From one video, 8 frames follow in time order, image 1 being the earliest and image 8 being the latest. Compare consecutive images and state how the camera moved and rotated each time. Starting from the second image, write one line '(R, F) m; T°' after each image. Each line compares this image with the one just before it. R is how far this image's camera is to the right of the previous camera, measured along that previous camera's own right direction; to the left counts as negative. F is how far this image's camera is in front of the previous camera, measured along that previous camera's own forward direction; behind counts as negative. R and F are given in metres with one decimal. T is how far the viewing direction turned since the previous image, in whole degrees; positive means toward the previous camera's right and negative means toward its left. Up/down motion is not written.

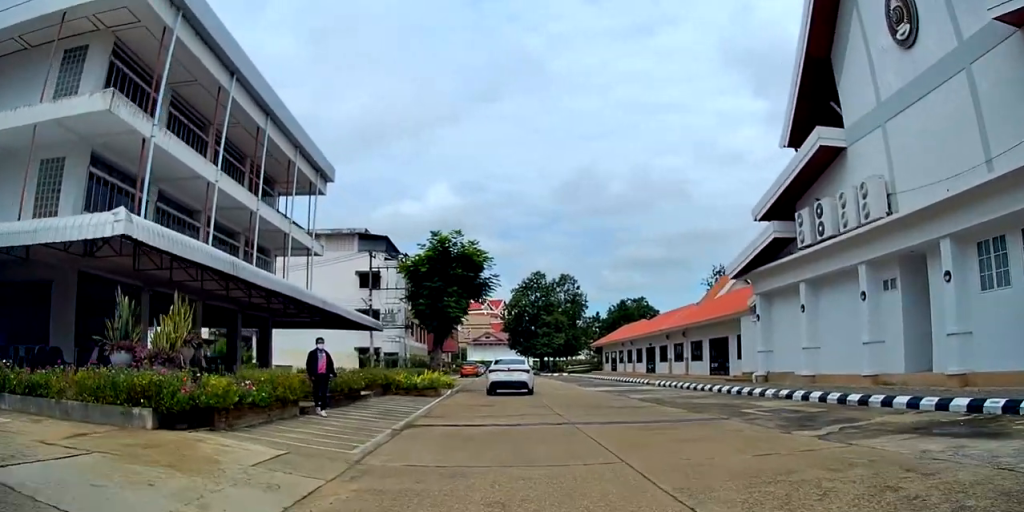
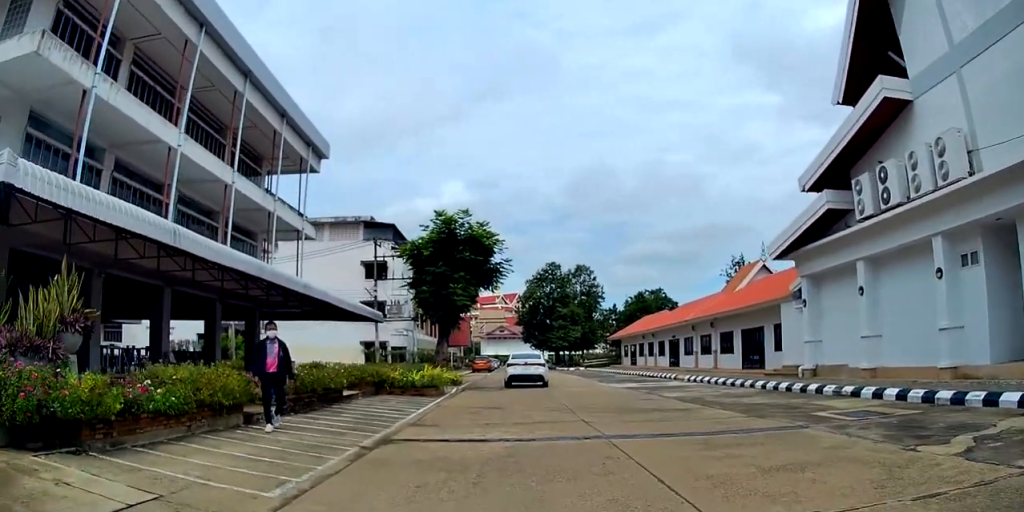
(0.0, +3.0) m; -1°
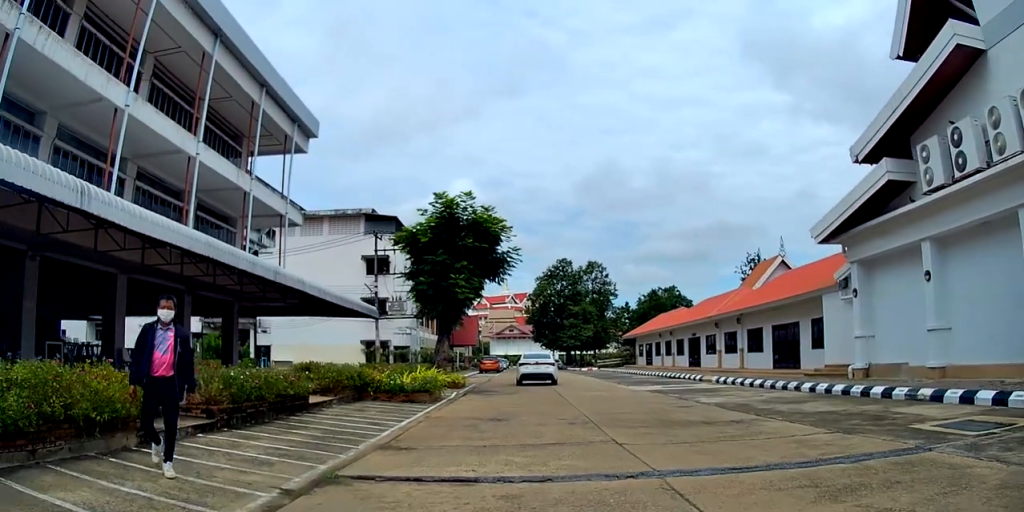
(0.0, +2.8) m; -4°
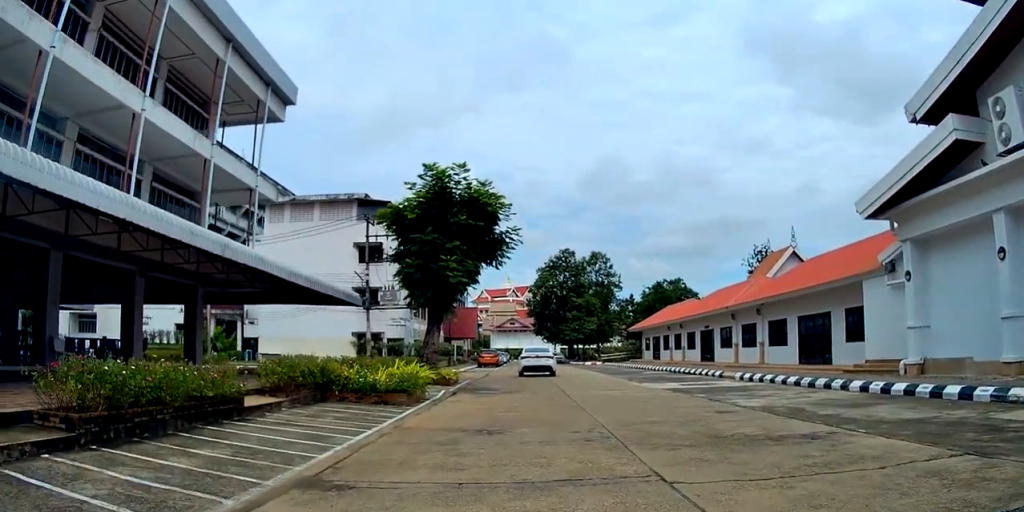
(-0.2, +2.8) m; -3°
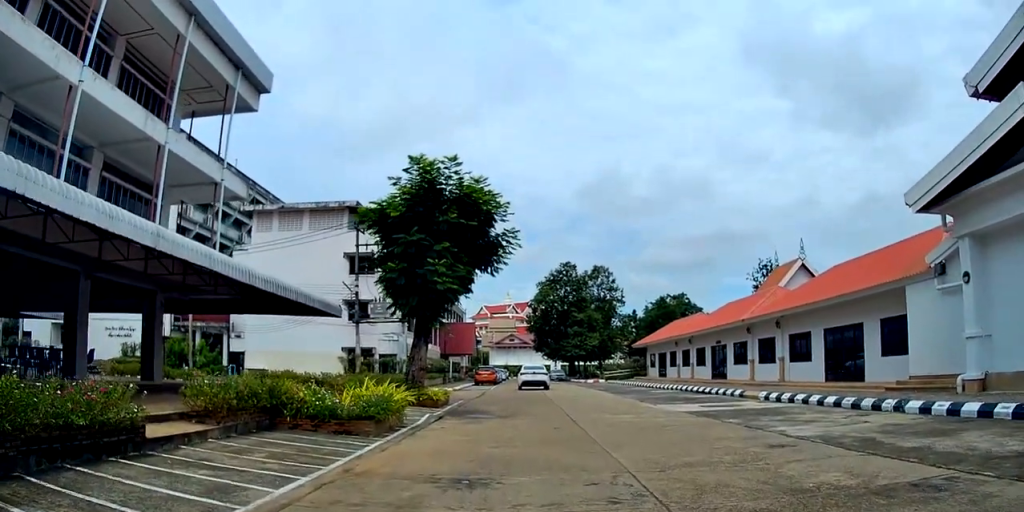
(-0.1, +3.3) m; 0°
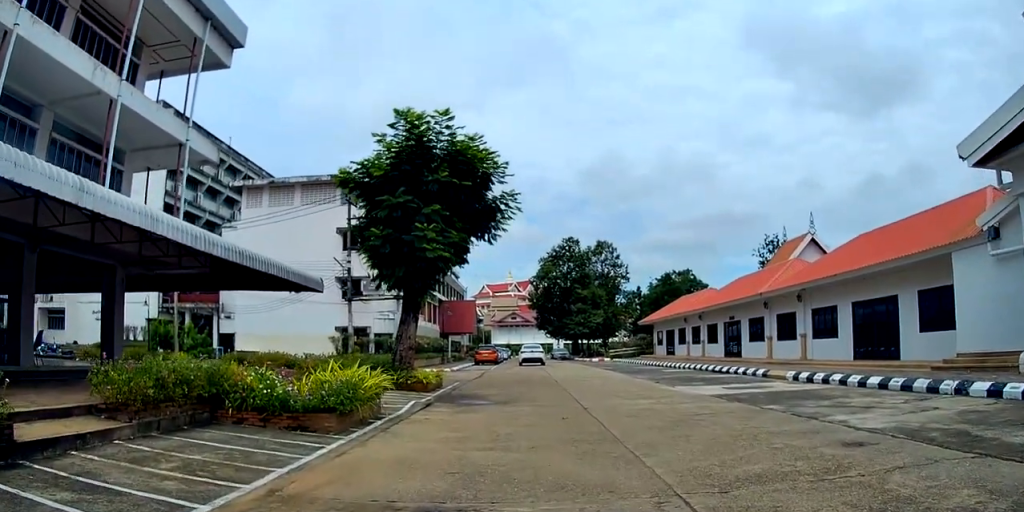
(+0.1, +2.5) m; +3°
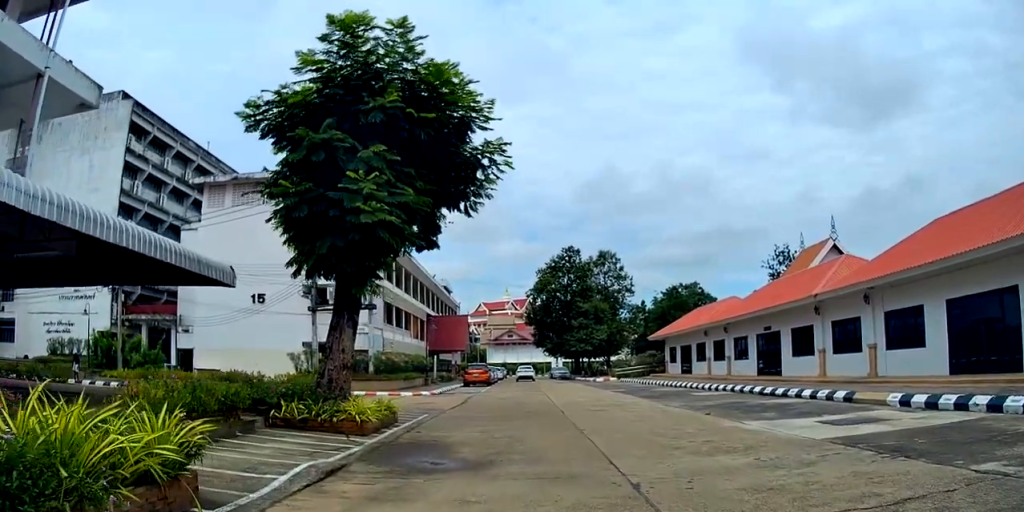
(+0.4, +5.7) m; +8°
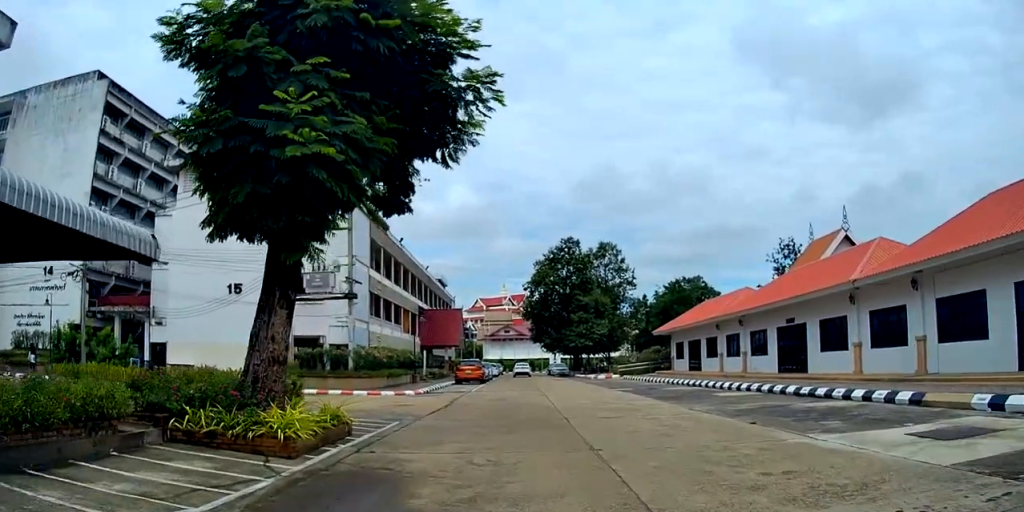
(0.0, +2.6) m; +2°
